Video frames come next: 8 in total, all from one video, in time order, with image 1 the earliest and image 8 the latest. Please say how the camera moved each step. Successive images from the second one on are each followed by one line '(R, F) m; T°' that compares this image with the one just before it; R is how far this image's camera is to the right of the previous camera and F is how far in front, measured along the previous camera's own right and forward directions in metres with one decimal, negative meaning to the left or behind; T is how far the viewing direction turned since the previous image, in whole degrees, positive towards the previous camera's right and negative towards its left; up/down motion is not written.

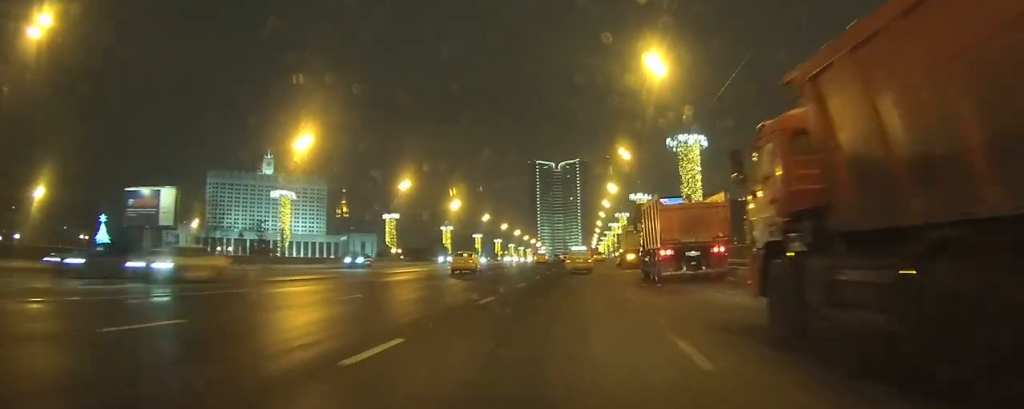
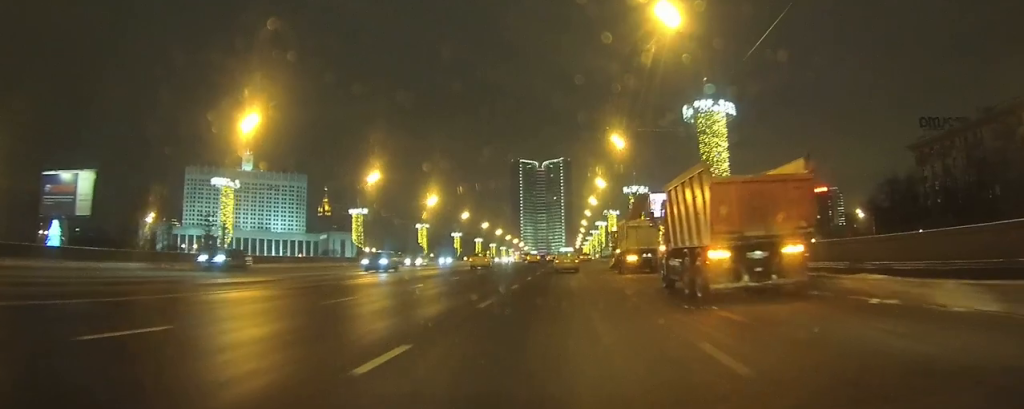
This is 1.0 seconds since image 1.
(0.0, +8.1) m; +1°
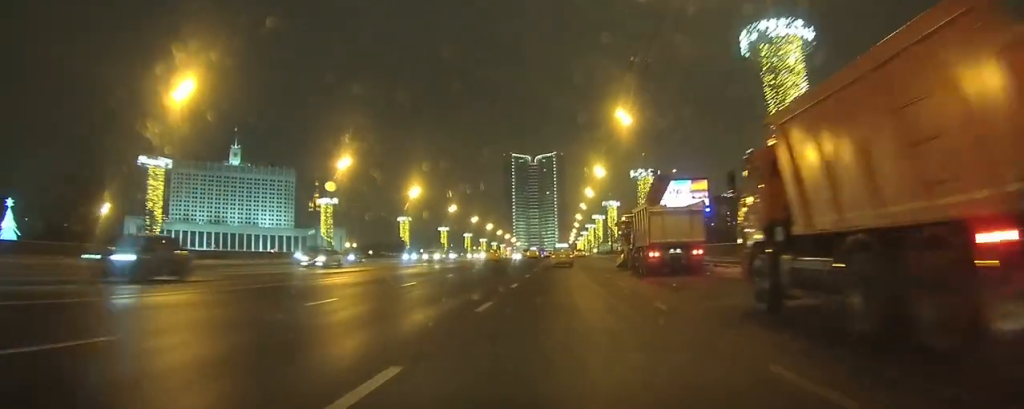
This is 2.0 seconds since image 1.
(+0.1, +9.0) m; +2°
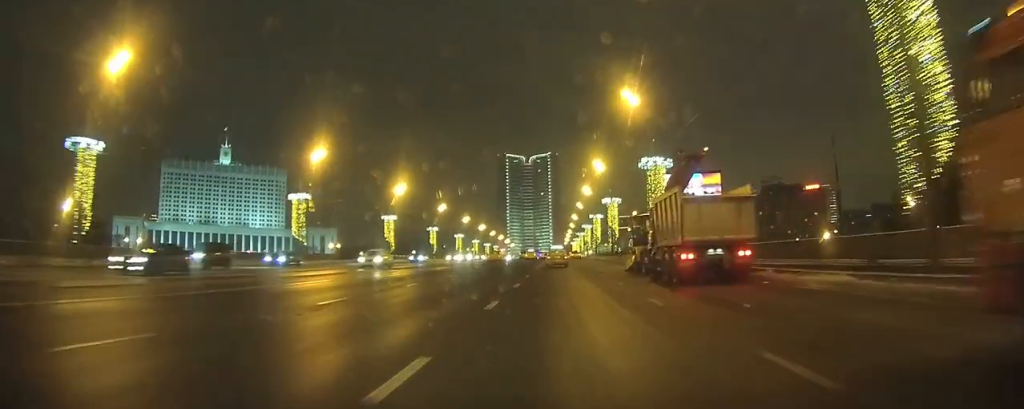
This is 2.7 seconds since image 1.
(+0.1, +7.5) m; +1°
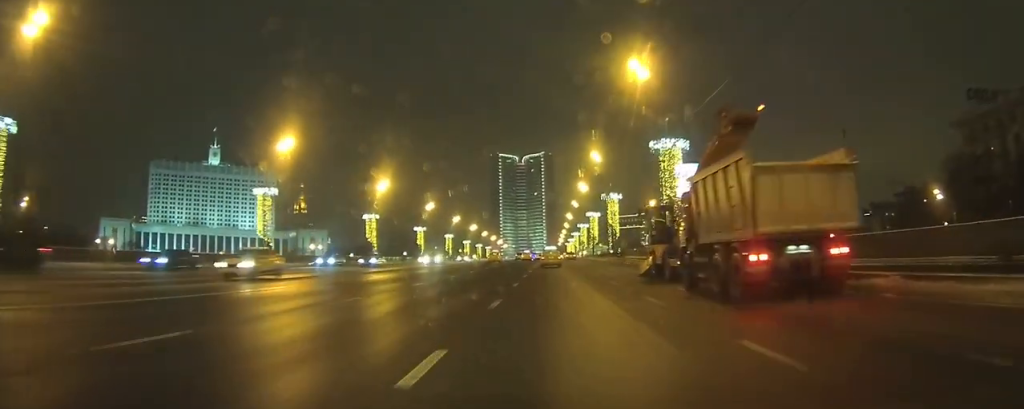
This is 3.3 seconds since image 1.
(+0.1, +8.0) m; +1°
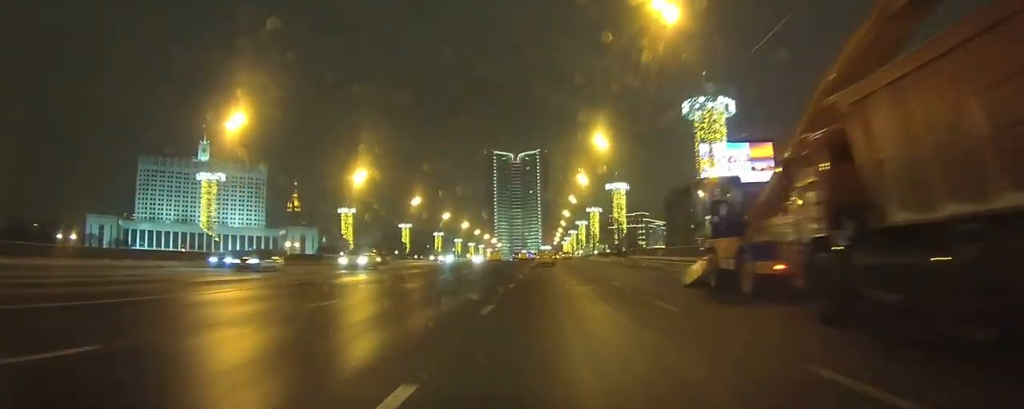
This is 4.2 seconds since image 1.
(0.0, +11.8) m; +1°
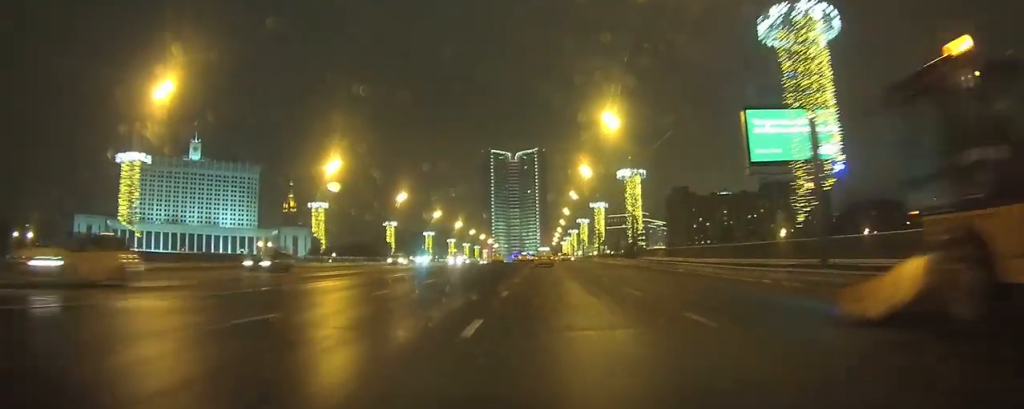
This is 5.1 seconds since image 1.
(+0.2, +13.8) m; +1°
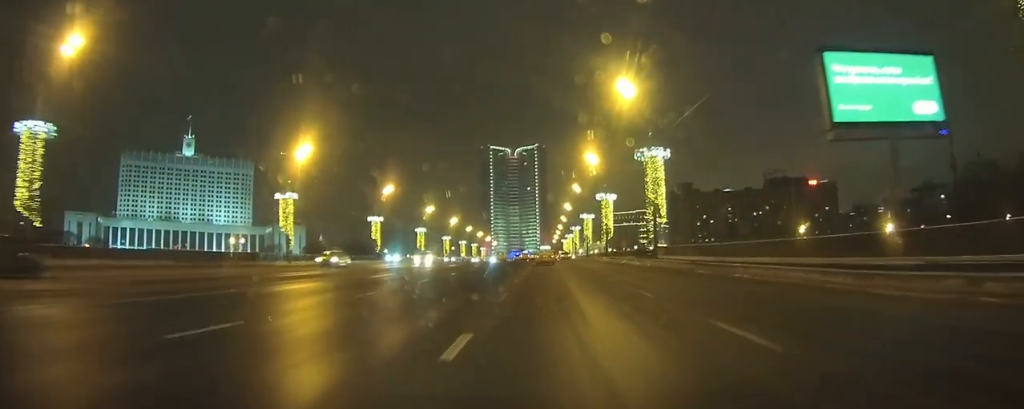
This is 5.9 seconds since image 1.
(0.0, +12.0) m; 0°
